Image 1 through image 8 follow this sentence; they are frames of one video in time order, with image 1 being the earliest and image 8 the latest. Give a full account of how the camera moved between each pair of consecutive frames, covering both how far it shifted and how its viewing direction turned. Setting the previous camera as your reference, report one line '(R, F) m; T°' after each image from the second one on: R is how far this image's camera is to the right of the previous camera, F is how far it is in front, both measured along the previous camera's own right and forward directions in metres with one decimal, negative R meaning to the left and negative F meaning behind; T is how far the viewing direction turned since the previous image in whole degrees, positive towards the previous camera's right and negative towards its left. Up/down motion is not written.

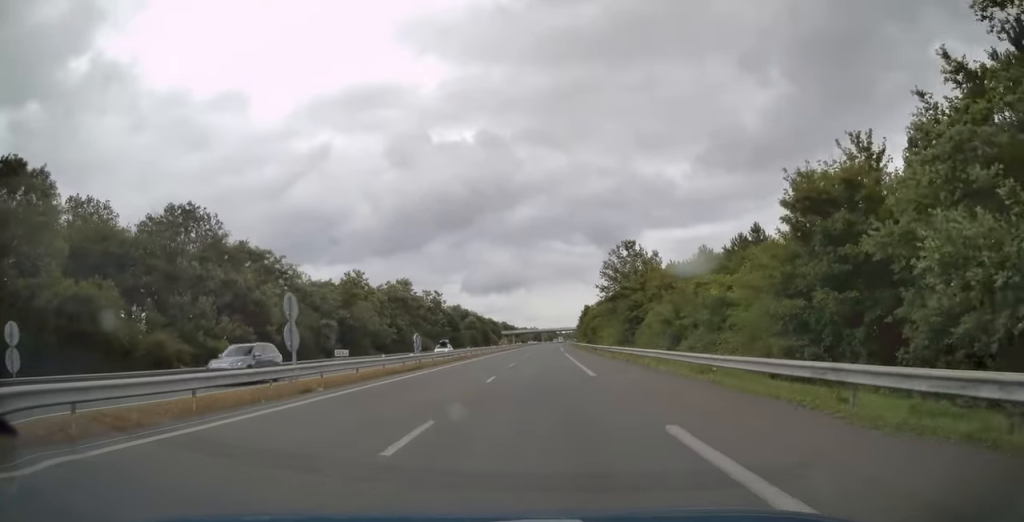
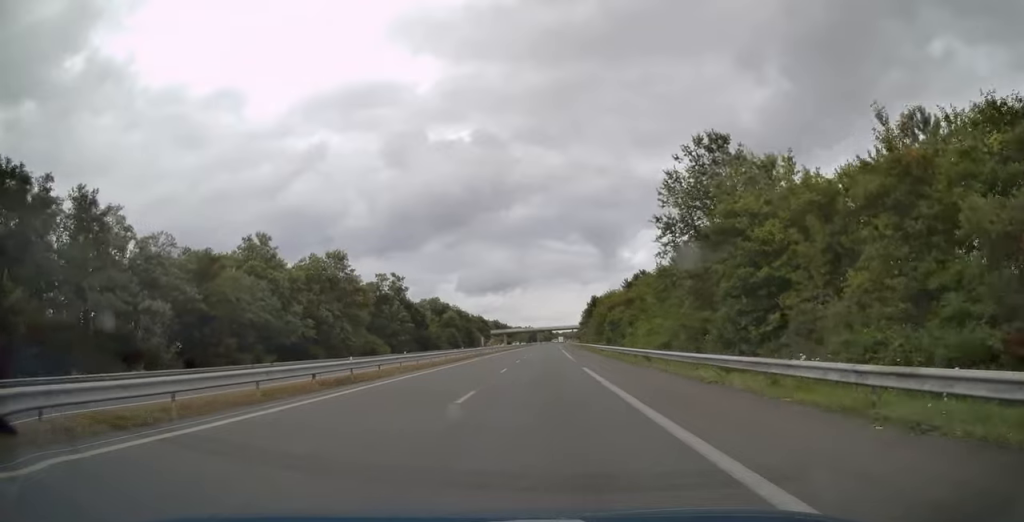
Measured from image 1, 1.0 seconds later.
(0.0, +32.8) m; +1°
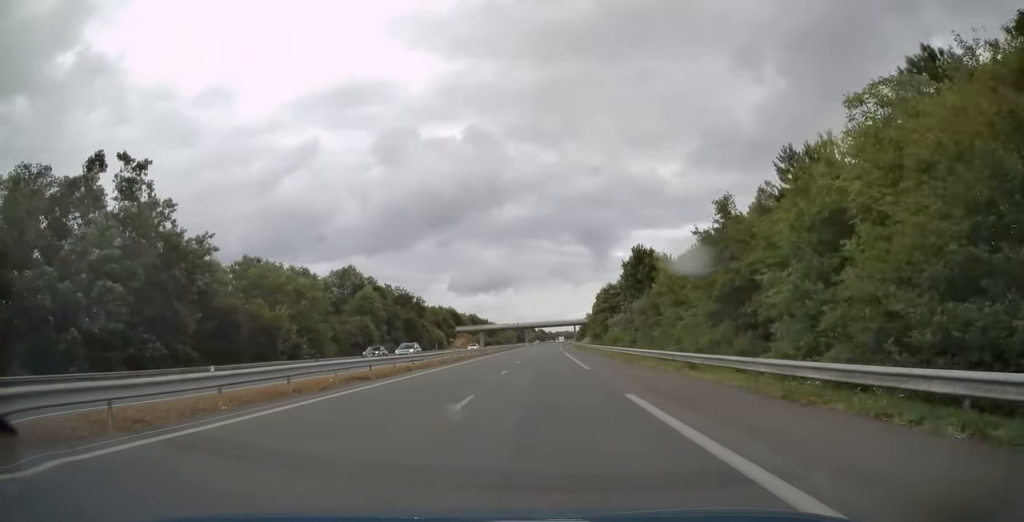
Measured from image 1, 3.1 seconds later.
(+0.2, +66.1) m; +1°
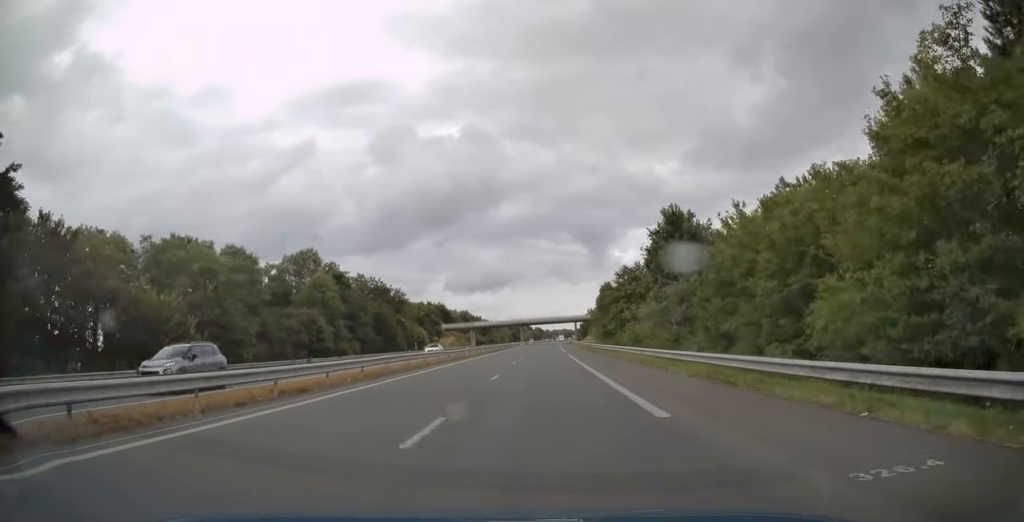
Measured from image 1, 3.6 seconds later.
(+0.5, +17.2) m; 0°
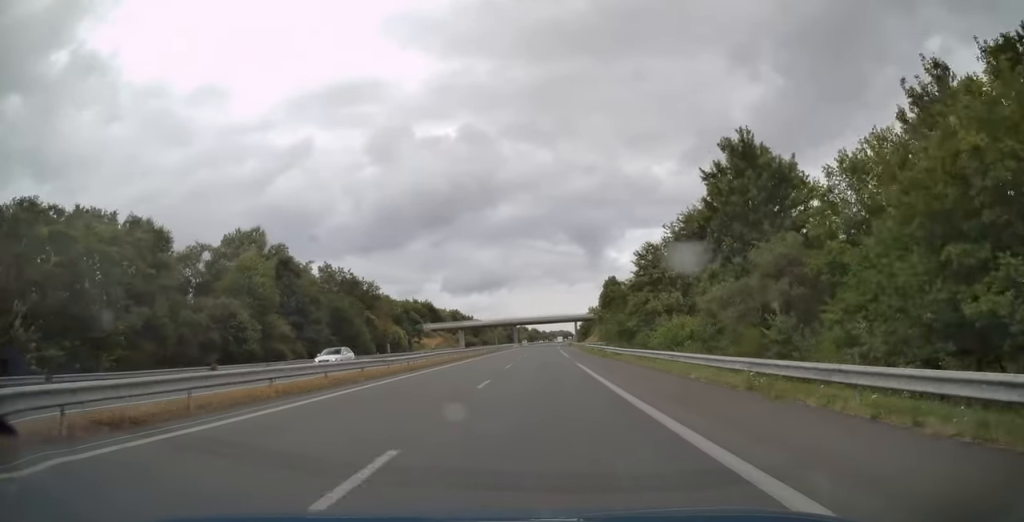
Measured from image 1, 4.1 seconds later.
(+0.2, +16.1) m; 0°
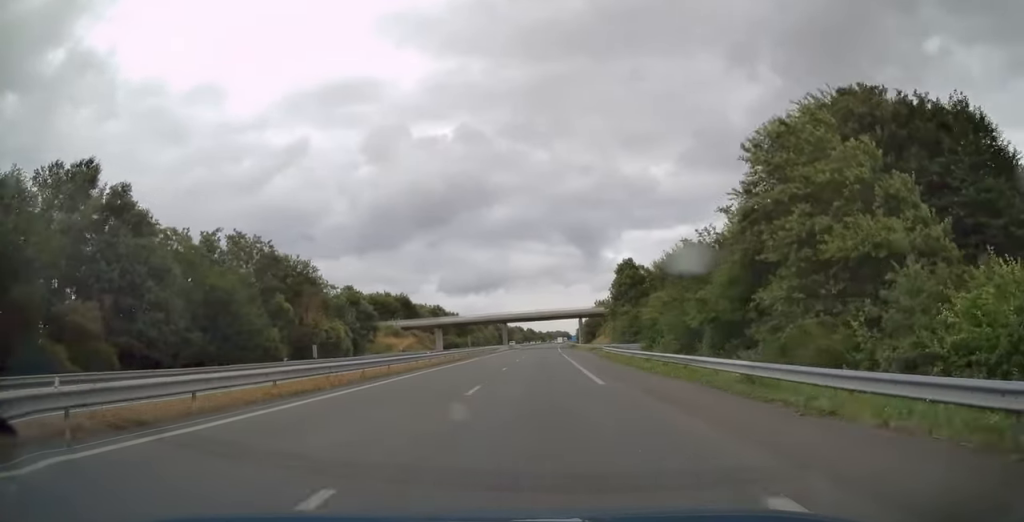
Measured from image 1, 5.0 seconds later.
(-0.3, +28.0) m; -1°
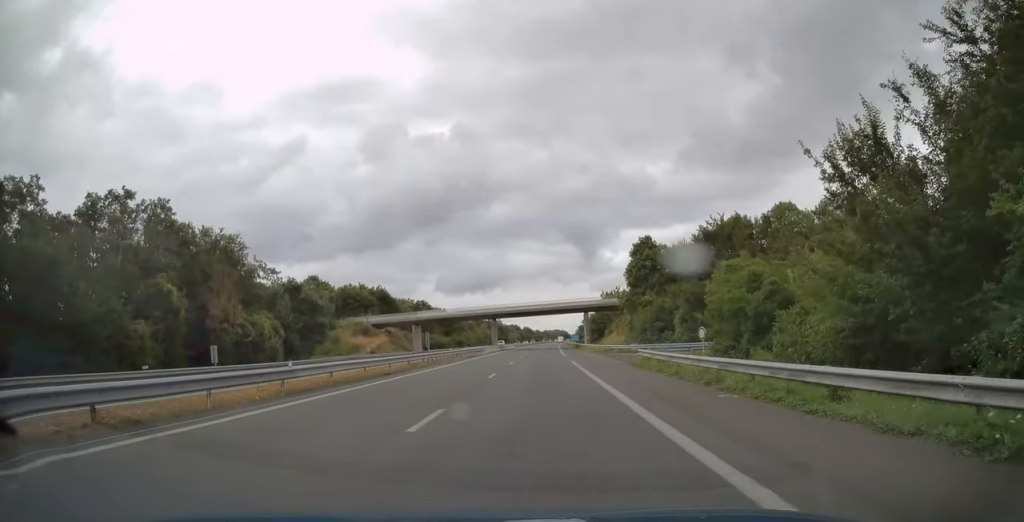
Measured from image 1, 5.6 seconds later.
(0.0, +19.3) m; +1°
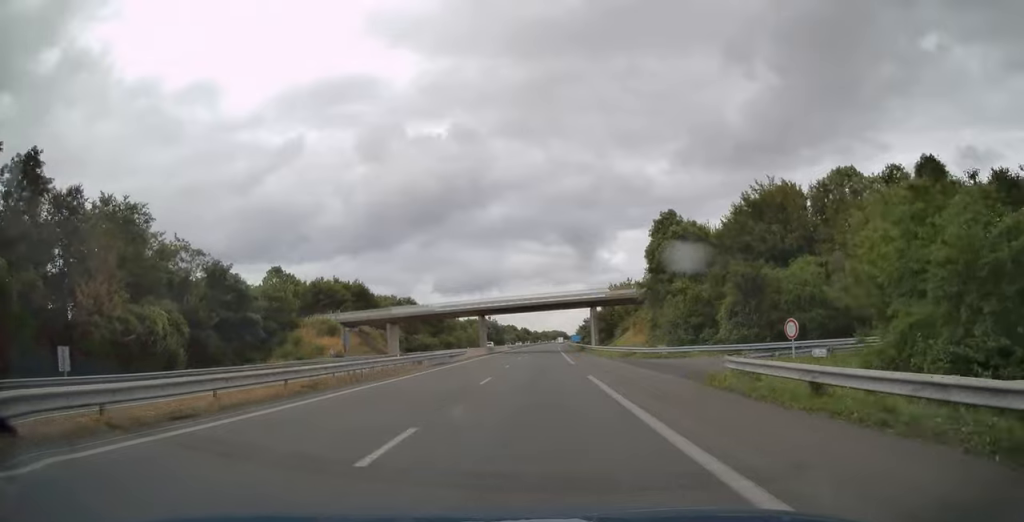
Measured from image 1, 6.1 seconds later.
(-0.1, +15.5) m; +1°
